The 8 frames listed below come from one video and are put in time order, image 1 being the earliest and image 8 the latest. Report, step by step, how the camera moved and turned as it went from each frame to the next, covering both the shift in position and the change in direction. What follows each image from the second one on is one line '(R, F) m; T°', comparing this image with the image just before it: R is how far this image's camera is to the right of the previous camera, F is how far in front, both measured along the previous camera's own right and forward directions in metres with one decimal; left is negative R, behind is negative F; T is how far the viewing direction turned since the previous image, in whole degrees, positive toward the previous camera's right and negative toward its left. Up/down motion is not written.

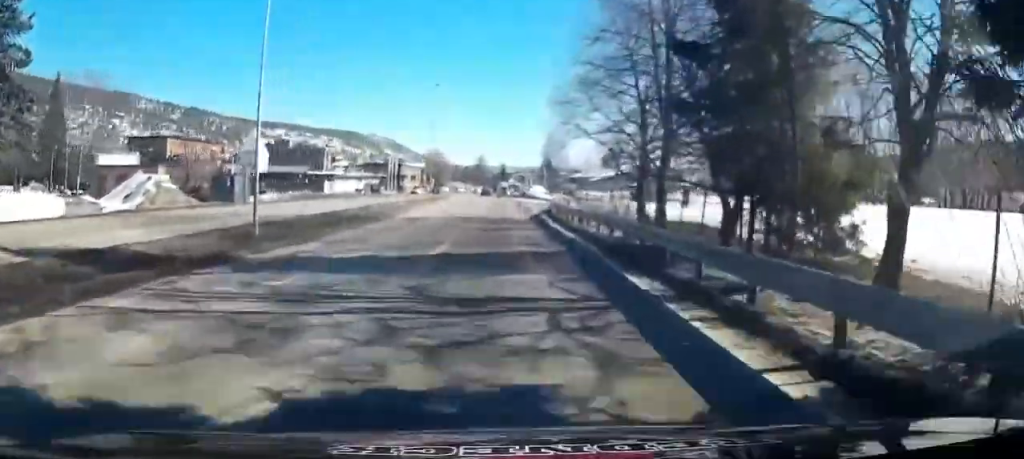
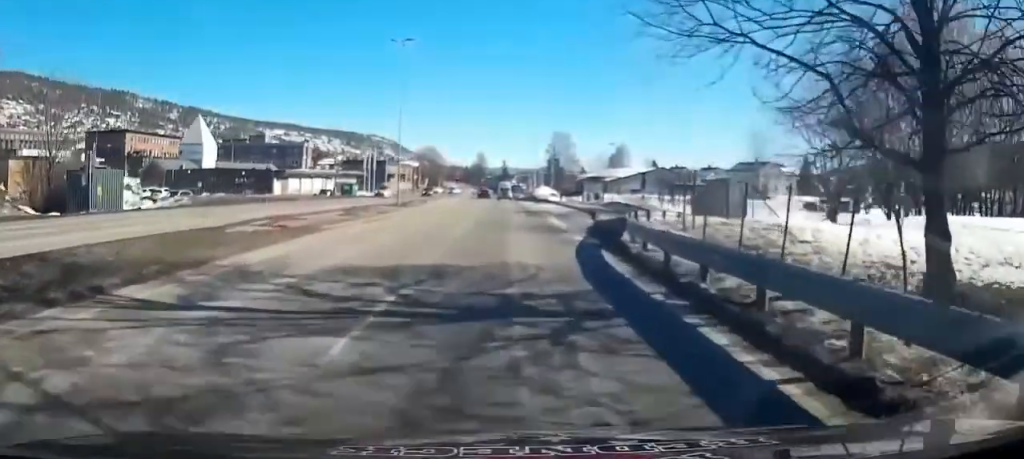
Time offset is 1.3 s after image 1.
(+0.6, +20.7) m; +2°
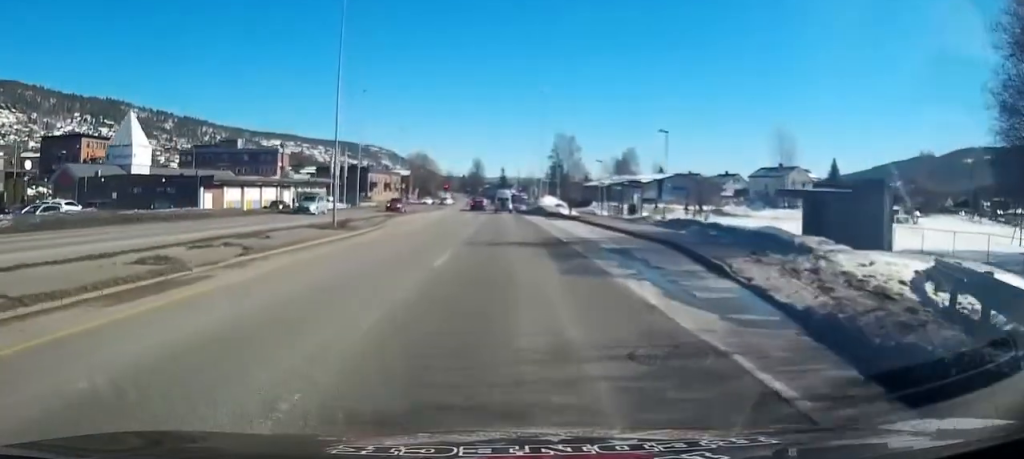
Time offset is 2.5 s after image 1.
(-0.1, +17.2) m; 0°
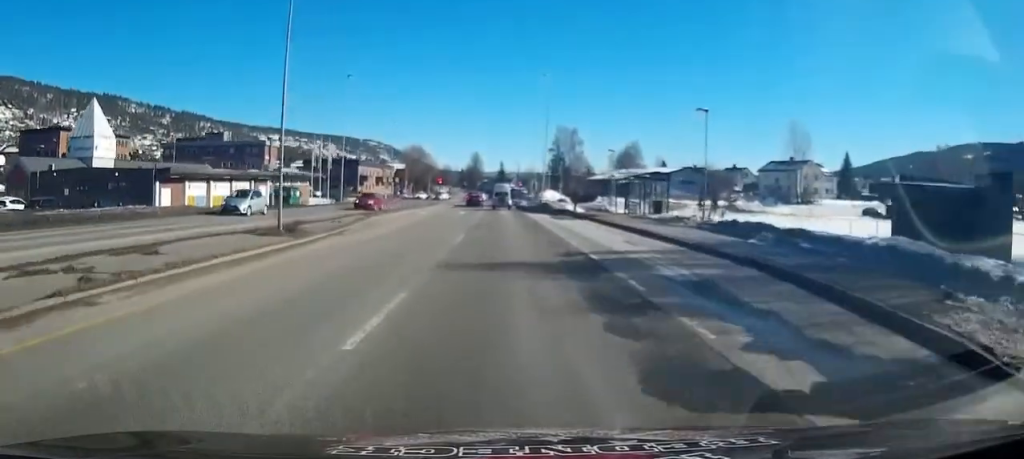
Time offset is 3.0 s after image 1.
(0.0, +6.9) m; 0°
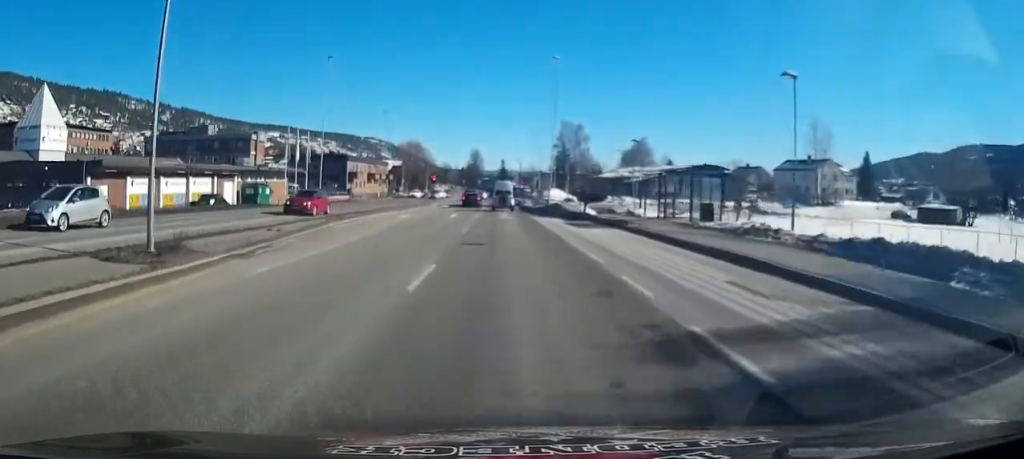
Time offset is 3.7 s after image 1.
(+0.1, +8.7) m; 0°
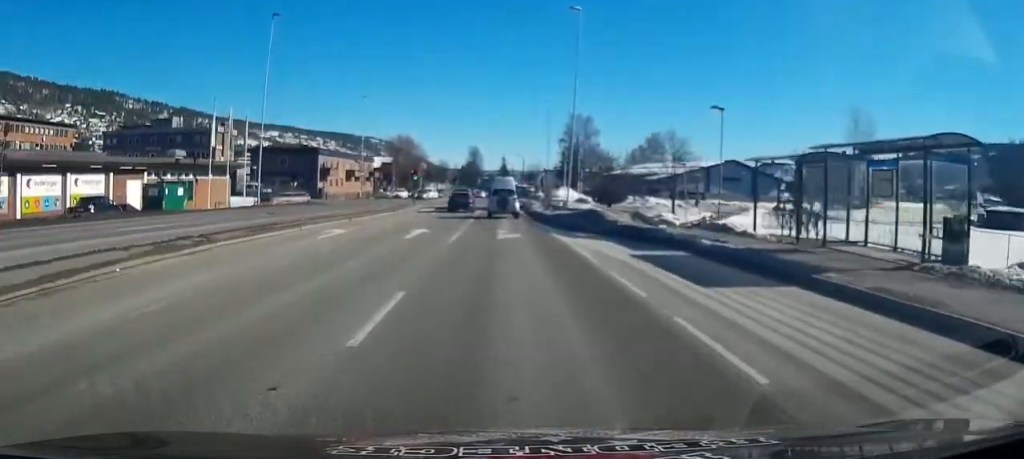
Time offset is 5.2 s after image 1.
(-0.1, +15.8) m; 0°
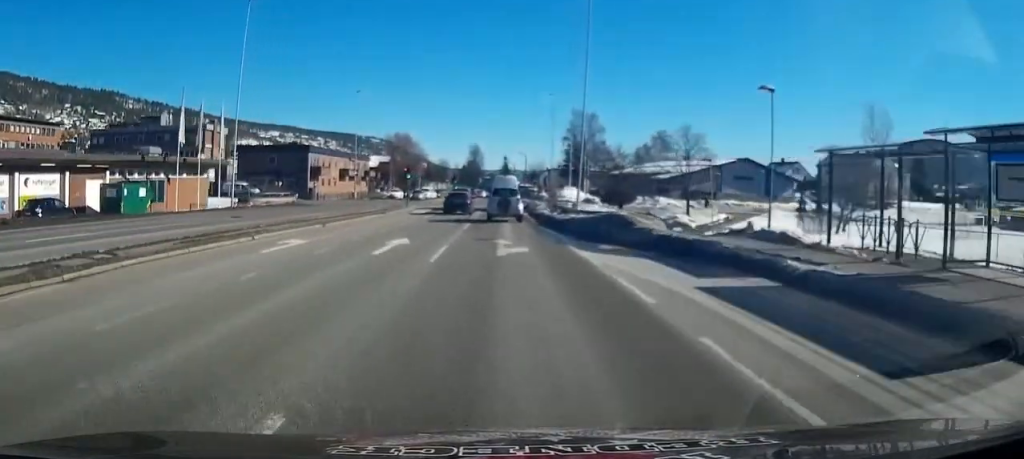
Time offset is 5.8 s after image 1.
(+0.1, +5.3) m; 0°
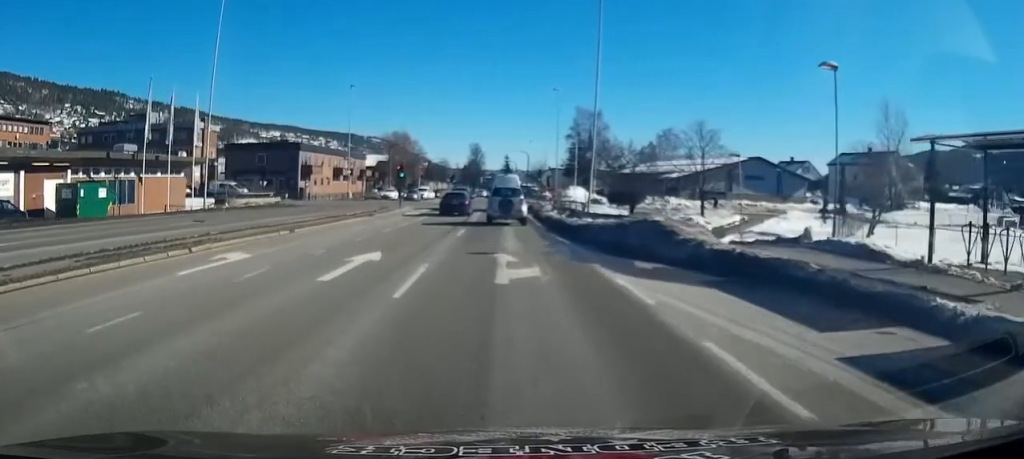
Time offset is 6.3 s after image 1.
(-0.1, +4.2) m; -1°
